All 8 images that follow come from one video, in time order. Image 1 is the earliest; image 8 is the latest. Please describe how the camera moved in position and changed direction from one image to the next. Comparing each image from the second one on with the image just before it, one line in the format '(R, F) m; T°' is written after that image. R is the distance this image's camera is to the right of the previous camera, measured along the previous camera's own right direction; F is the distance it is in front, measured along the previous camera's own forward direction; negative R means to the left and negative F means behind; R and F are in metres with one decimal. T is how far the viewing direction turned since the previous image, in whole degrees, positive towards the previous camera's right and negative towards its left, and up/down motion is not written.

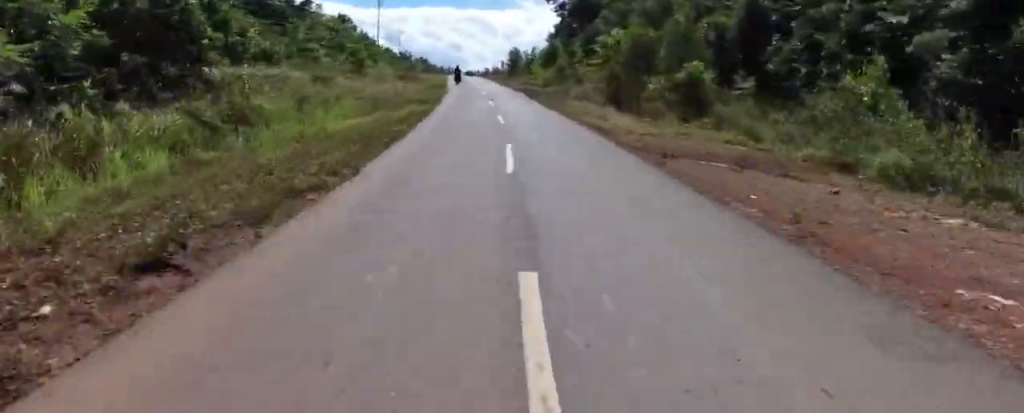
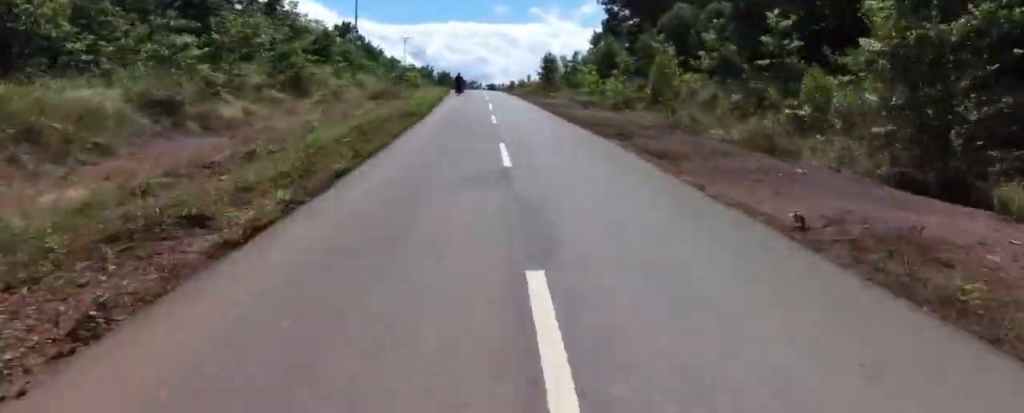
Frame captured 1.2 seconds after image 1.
(-0.4, +24.6) m; -5°
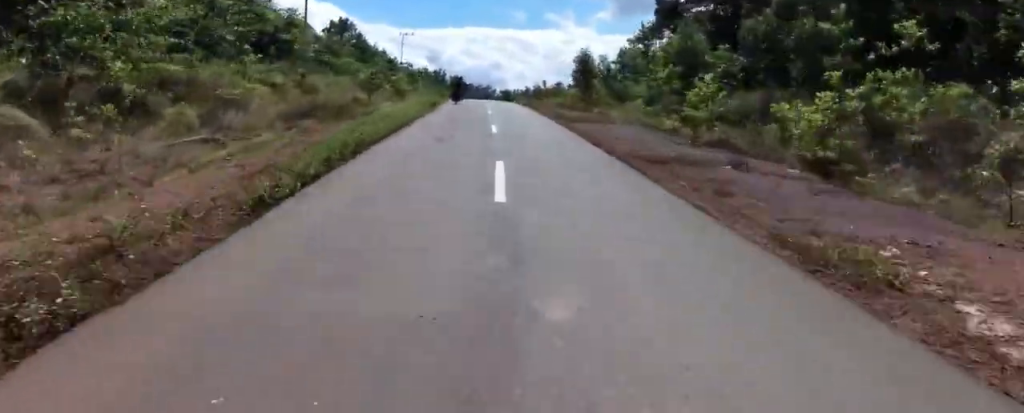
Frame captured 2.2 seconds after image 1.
(-1.3, +19.1) m; -4°
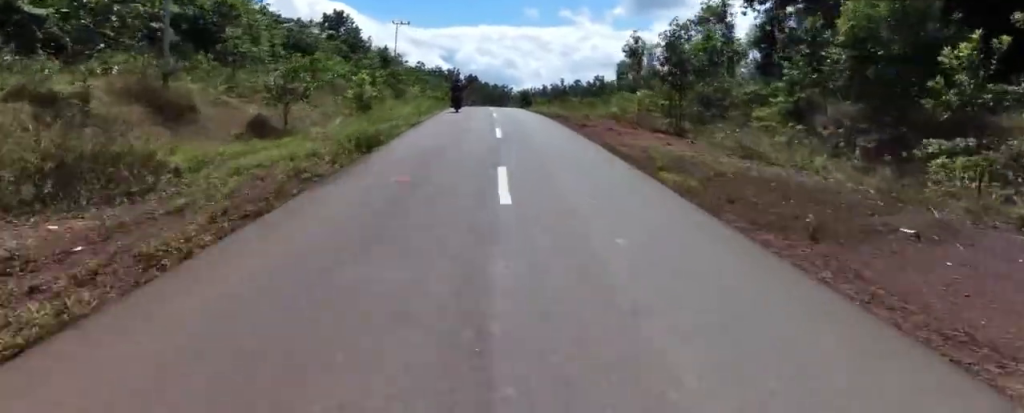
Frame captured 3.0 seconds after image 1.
(0.0, +17.7) m; 0°
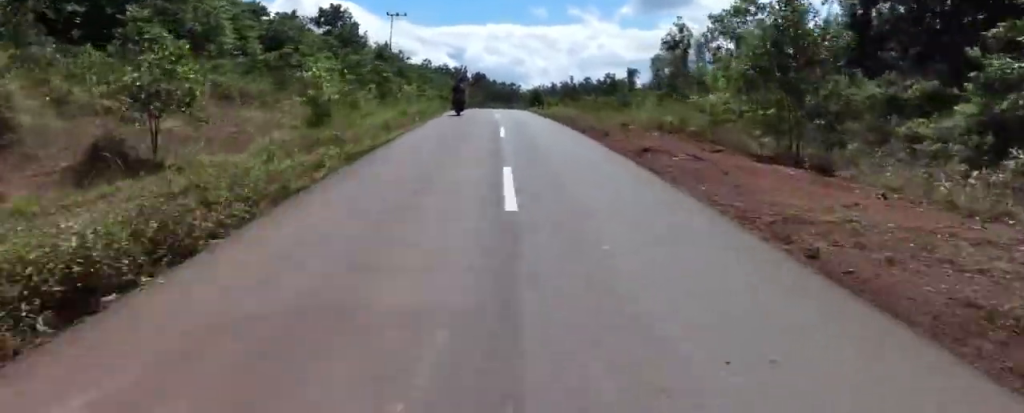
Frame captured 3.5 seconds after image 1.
(0.0, +8.6) m; 0°
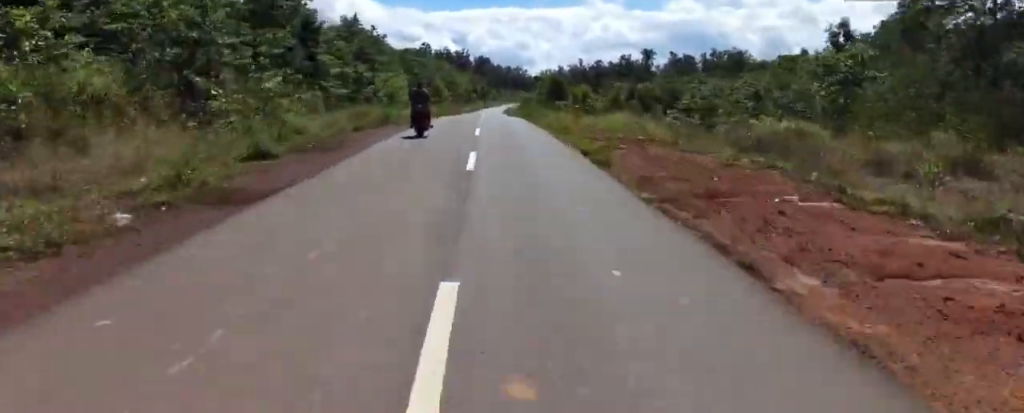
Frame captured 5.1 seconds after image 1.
(0.0, +31.0) m; 0°
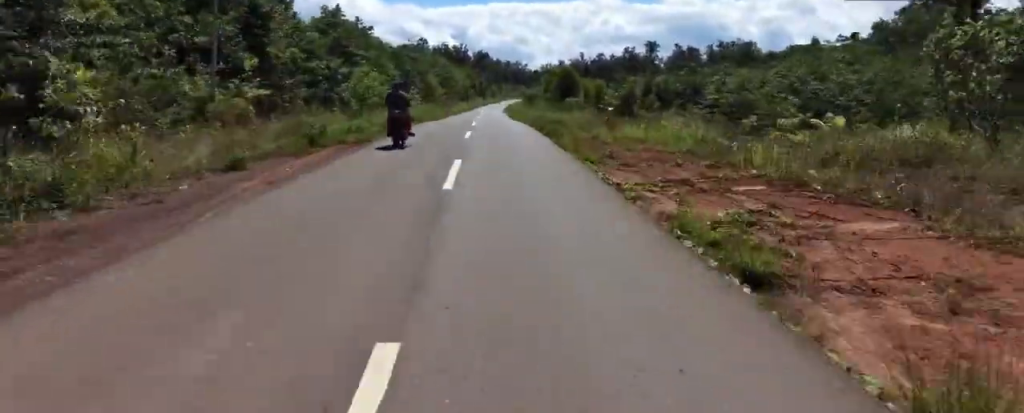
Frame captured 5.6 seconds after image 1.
(0.0, +10.2) m; -1°
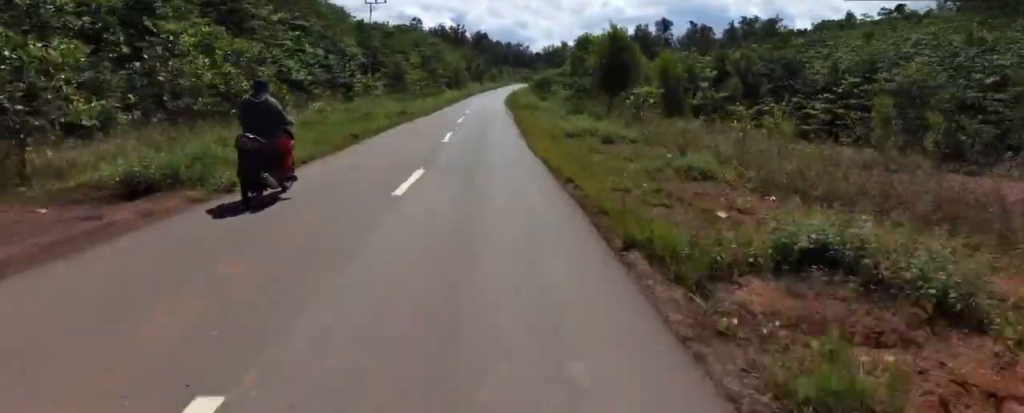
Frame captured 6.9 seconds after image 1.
(-0.4, +25.1) m; -3°
